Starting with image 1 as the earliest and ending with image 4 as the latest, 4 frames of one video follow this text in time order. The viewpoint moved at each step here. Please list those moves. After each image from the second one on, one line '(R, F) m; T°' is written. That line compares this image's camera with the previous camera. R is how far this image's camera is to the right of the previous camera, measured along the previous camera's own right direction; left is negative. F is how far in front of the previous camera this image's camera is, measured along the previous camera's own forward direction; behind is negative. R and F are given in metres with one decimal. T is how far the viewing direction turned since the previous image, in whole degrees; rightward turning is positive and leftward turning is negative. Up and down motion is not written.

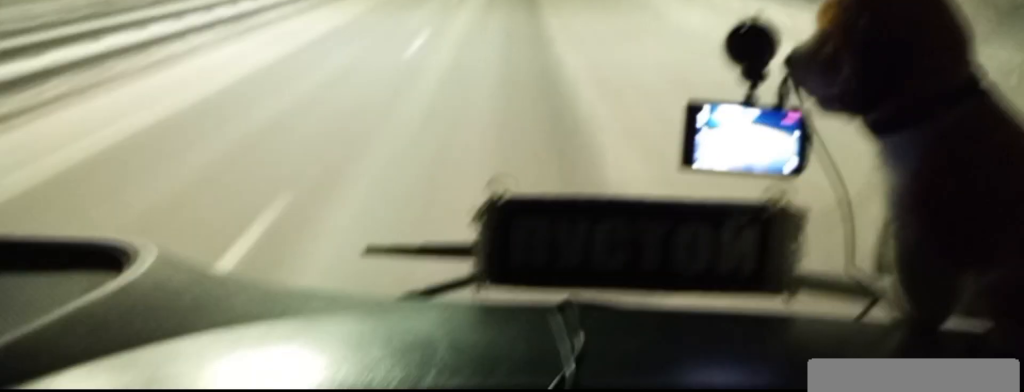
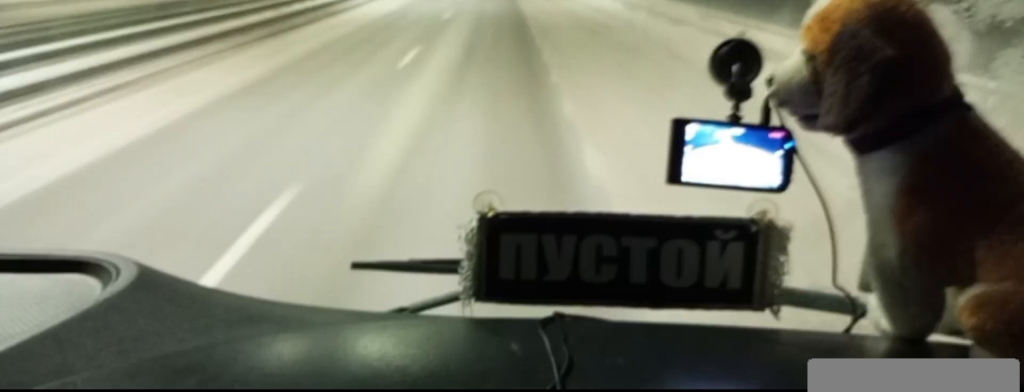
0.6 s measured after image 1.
(-0.2, +15.4) m; 0°
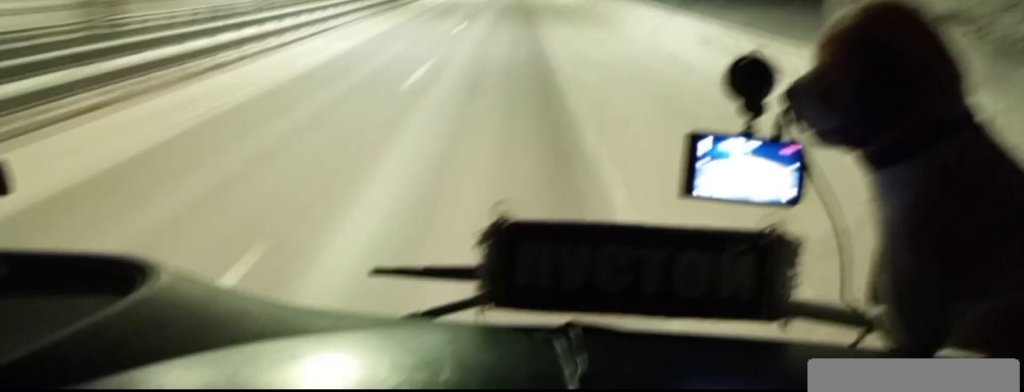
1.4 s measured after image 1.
(+0.3, +19.3) m; +2°
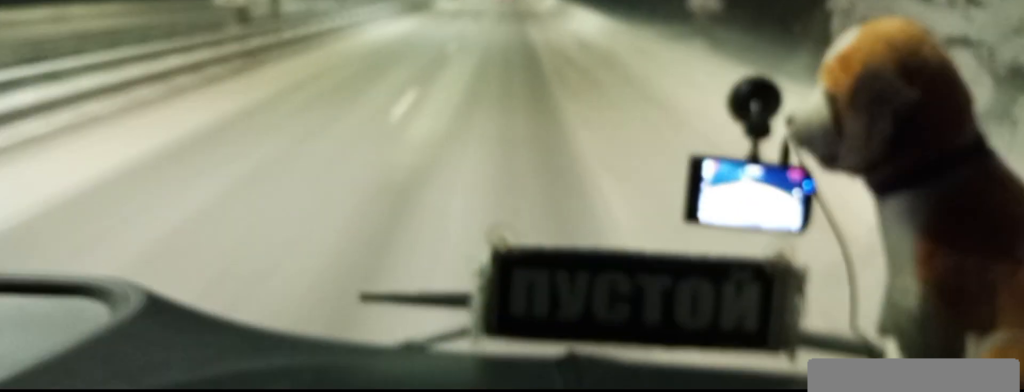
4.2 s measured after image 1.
(+0.5, +65.0) m; +1°
